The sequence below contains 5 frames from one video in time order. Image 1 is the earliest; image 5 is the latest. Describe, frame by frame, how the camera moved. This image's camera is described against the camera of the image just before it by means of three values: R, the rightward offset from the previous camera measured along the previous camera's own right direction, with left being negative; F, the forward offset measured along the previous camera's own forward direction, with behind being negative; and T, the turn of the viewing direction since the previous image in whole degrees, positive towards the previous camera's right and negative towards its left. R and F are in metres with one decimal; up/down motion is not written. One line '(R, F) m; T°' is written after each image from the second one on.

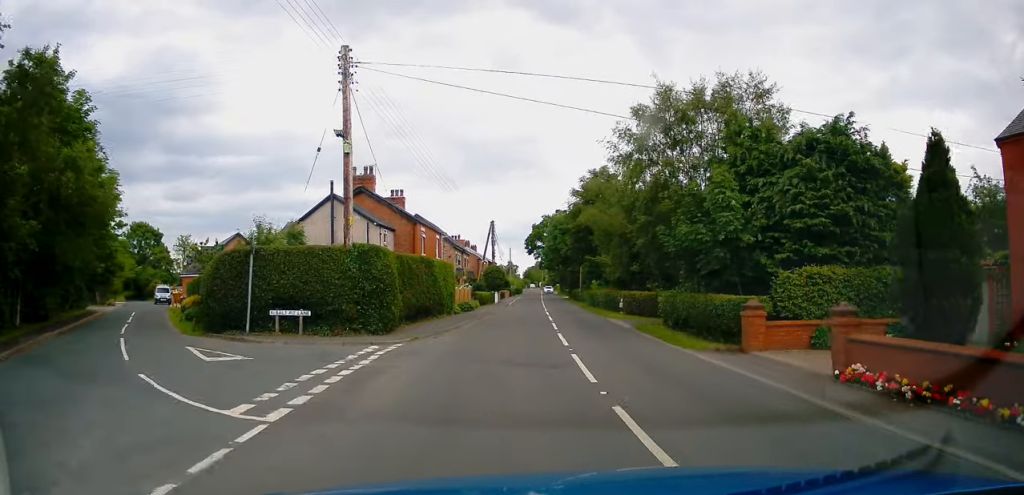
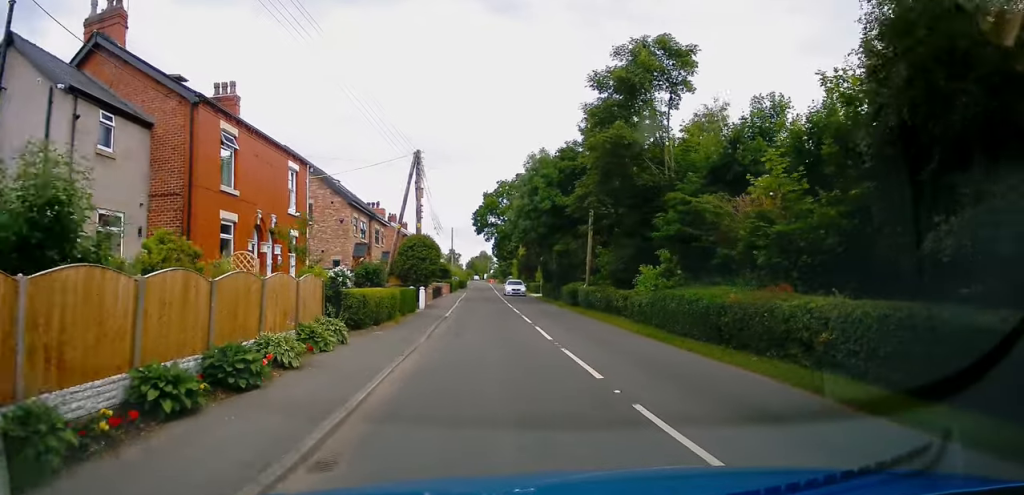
(+0.6, +29.2) m; +3°
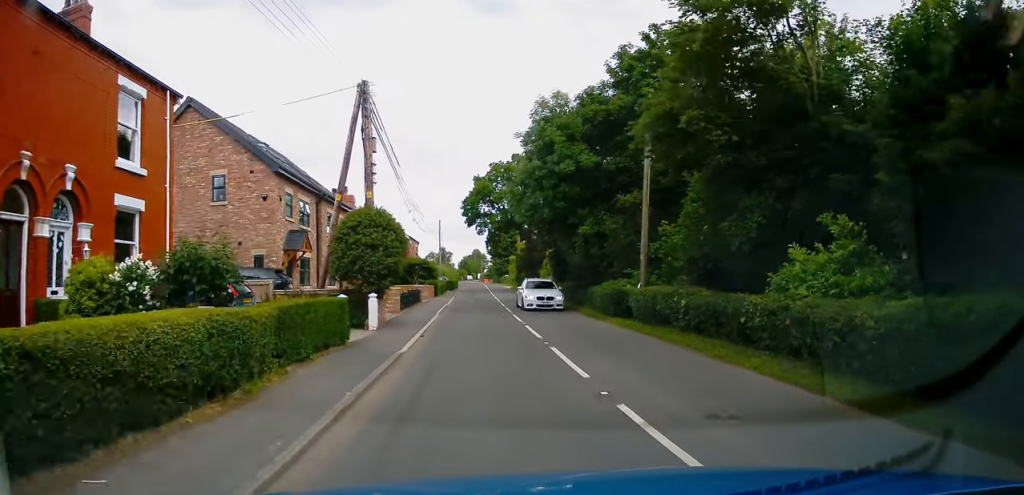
(0.0, +11.9) m; +1°
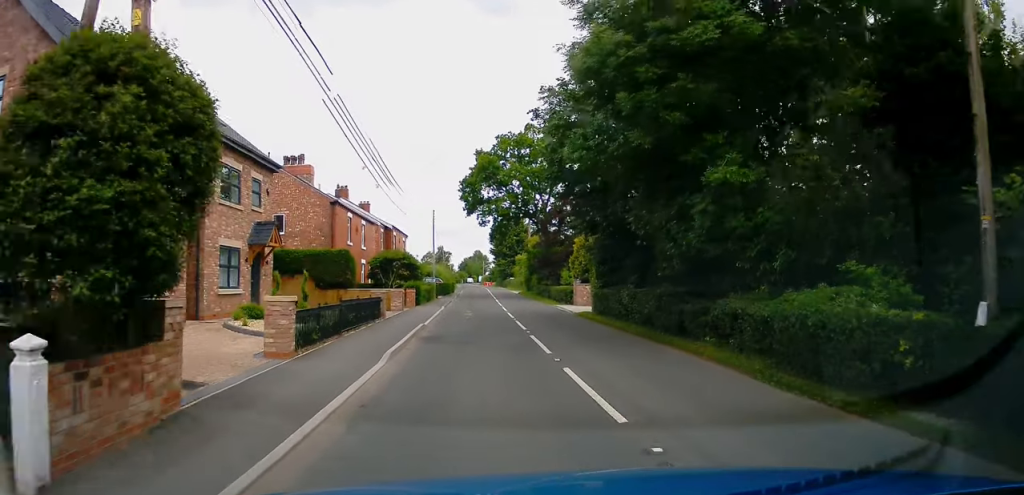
(+0.3, +13.9) m; +1°
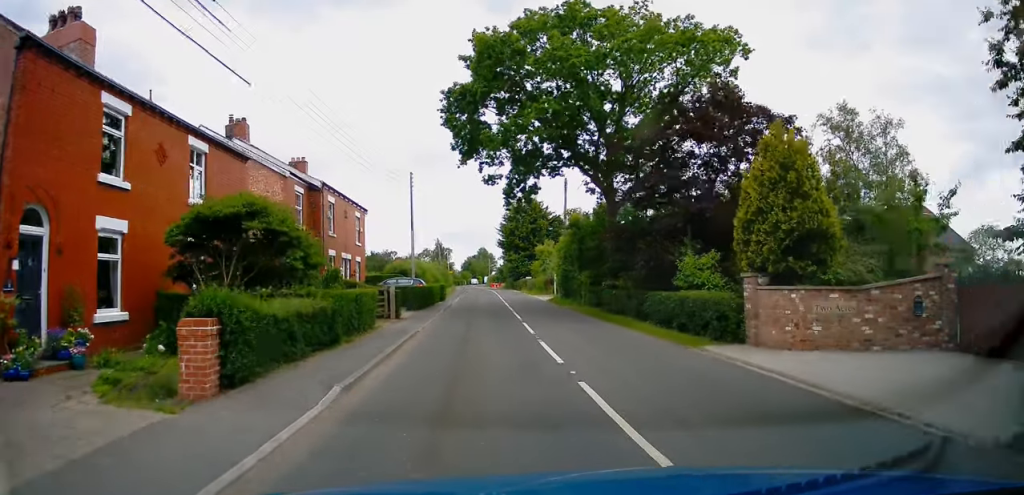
(-0.3, +24.6) m; -1°
